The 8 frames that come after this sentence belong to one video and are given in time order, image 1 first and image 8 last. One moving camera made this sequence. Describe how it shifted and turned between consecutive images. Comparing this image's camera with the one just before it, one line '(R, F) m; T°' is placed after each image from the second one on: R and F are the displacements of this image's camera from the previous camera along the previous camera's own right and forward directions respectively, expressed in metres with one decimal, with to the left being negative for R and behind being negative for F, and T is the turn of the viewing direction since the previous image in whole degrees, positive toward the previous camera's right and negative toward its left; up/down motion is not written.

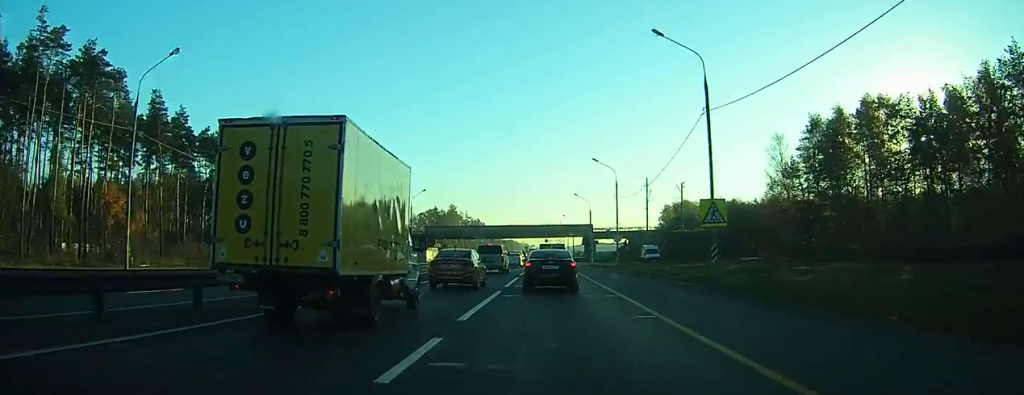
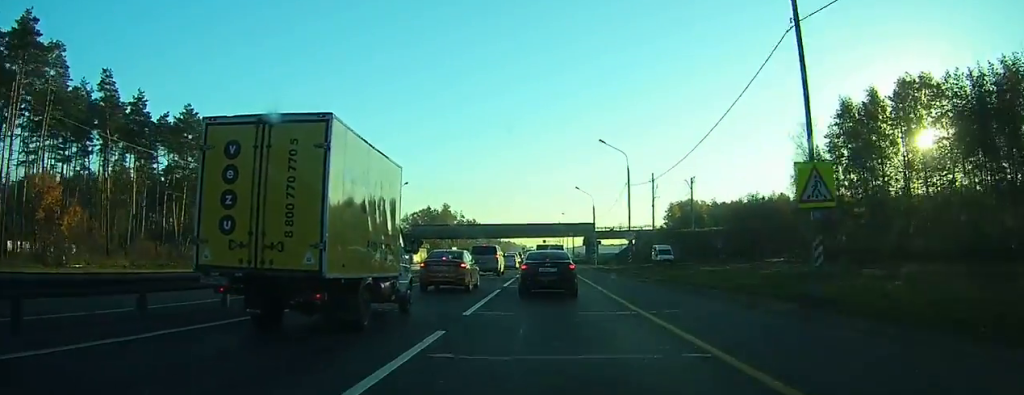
(0.0, +10.2) m; 0°
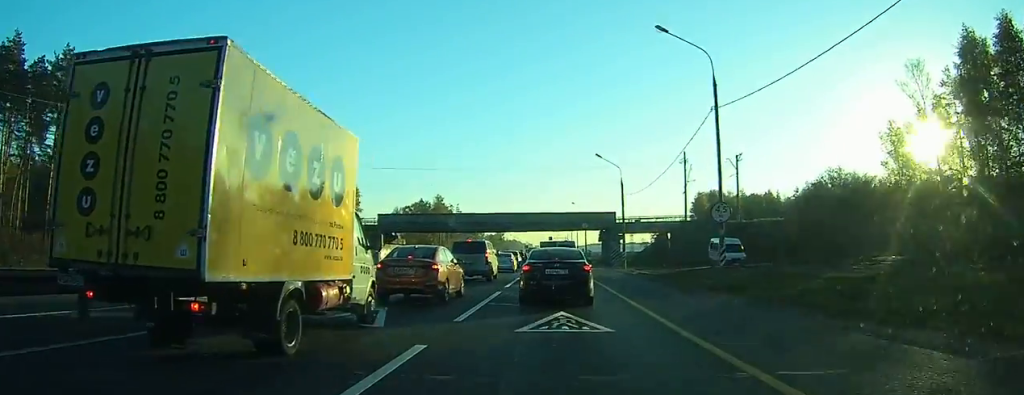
(+0.1, +24.3) m; +1°
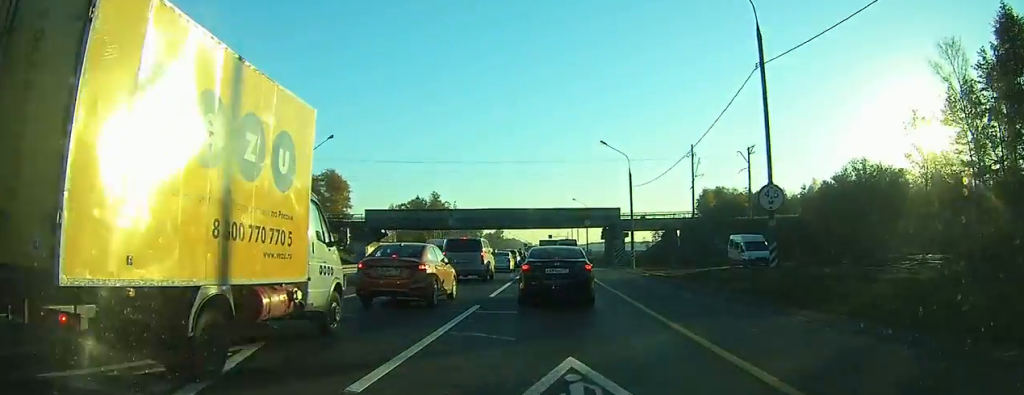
(0.0, +6.2) m; 0°
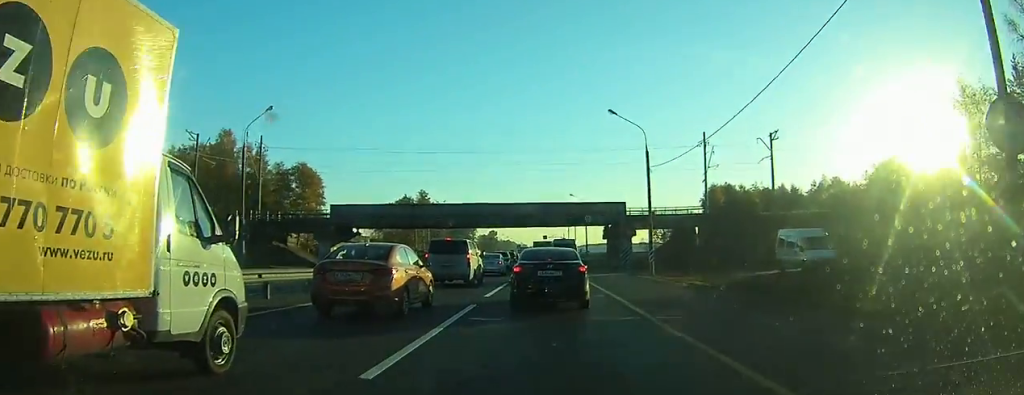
(+0.1, +12.0) m; -1°
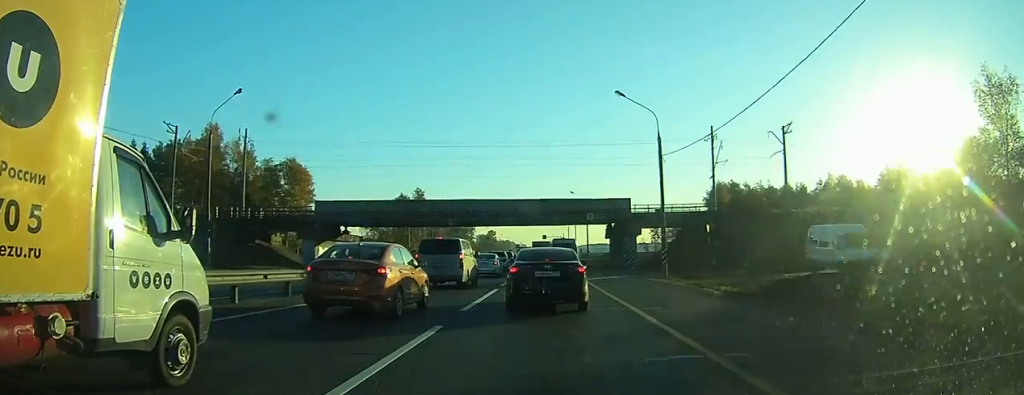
(-0.1, +4.2) m; 0°
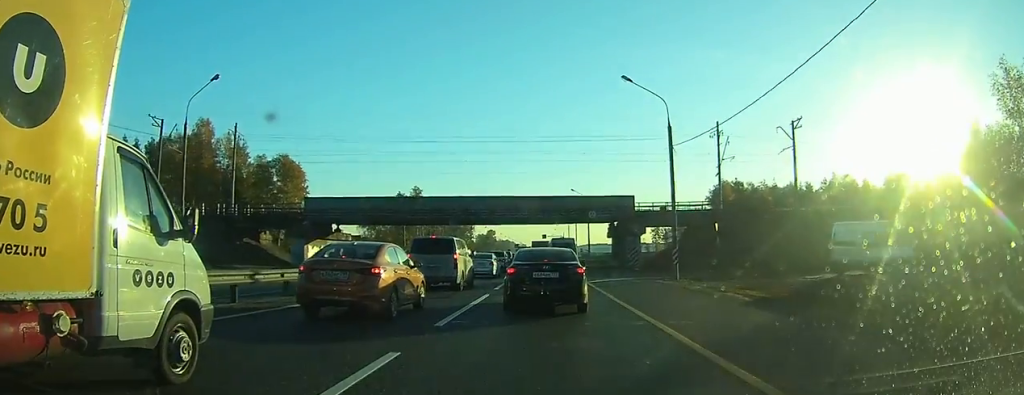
(-0.1, +3.1) m; 0°
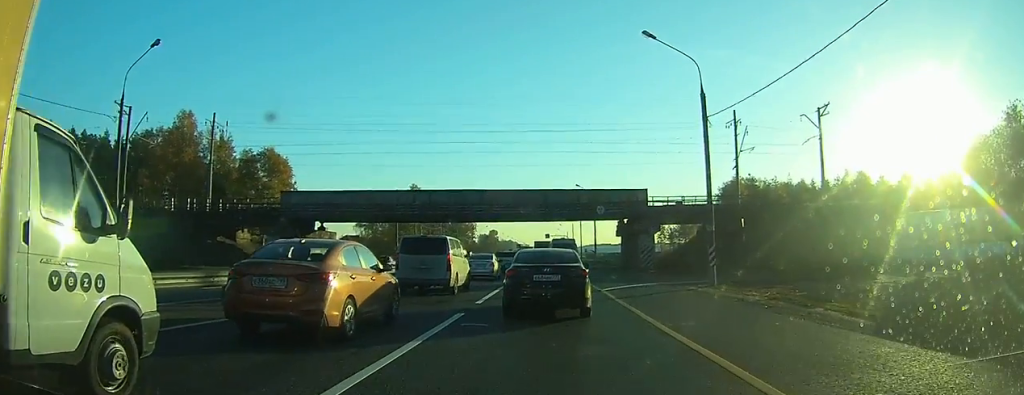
(+0.1, +6.5) m; +1°
